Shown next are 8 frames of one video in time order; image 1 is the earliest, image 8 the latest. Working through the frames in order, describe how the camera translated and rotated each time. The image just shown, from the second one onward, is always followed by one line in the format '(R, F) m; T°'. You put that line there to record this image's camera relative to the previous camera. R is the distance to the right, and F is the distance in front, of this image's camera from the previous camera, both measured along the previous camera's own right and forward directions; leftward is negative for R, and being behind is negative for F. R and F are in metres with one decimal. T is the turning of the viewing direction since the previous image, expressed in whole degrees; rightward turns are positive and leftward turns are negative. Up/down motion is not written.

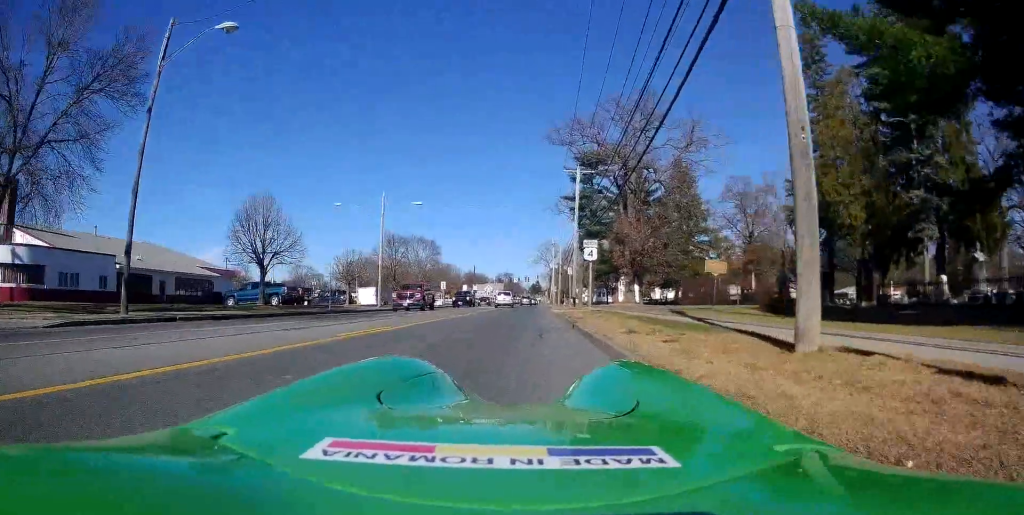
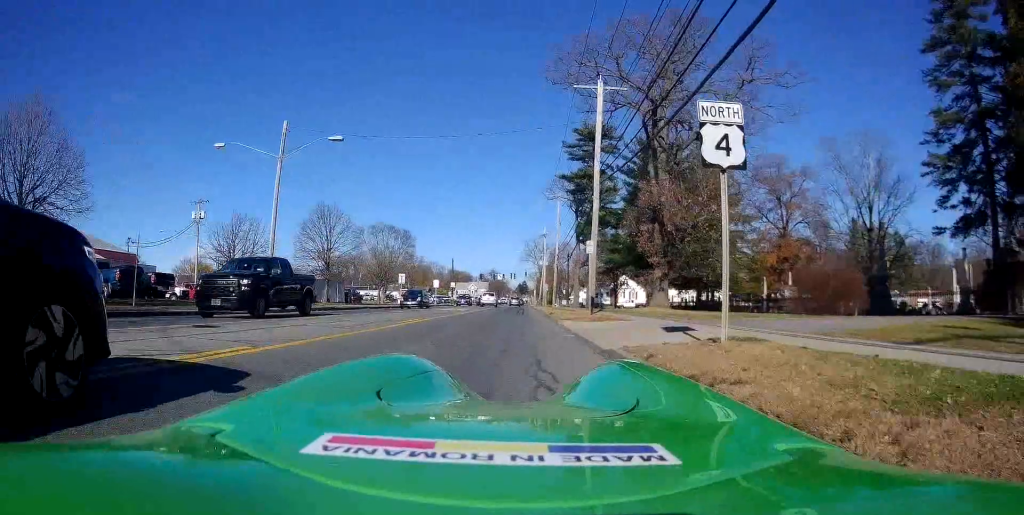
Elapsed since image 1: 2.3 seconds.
(+0.7, +18.1) m; +3°
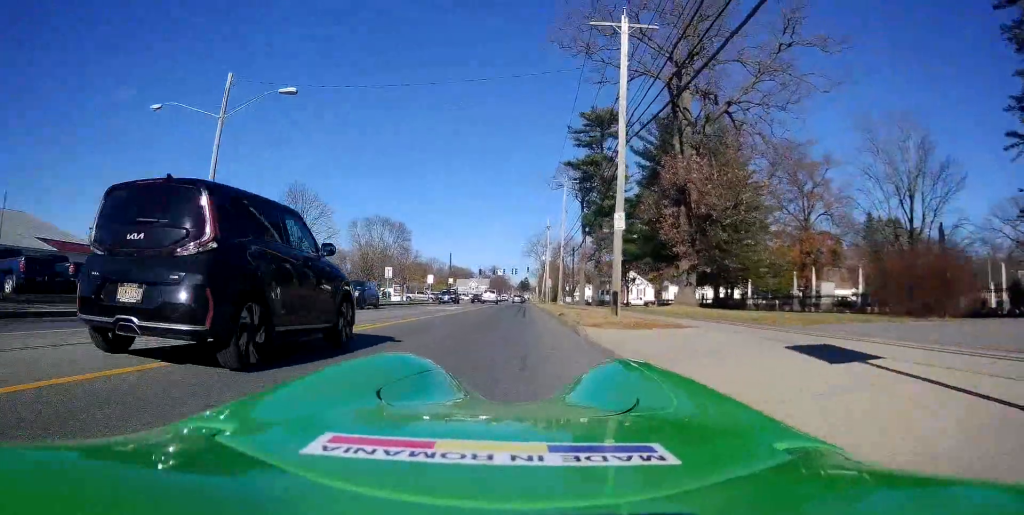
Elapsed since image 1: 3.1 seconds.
(-0.3, +6.2) m; -2°
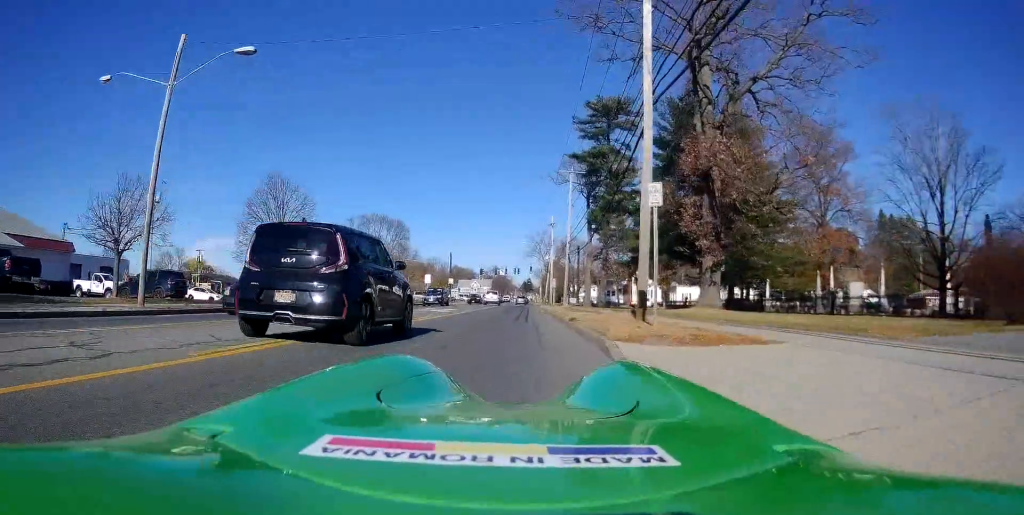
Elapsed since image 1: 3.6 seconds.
(-0.1, +4.0) m; -1°
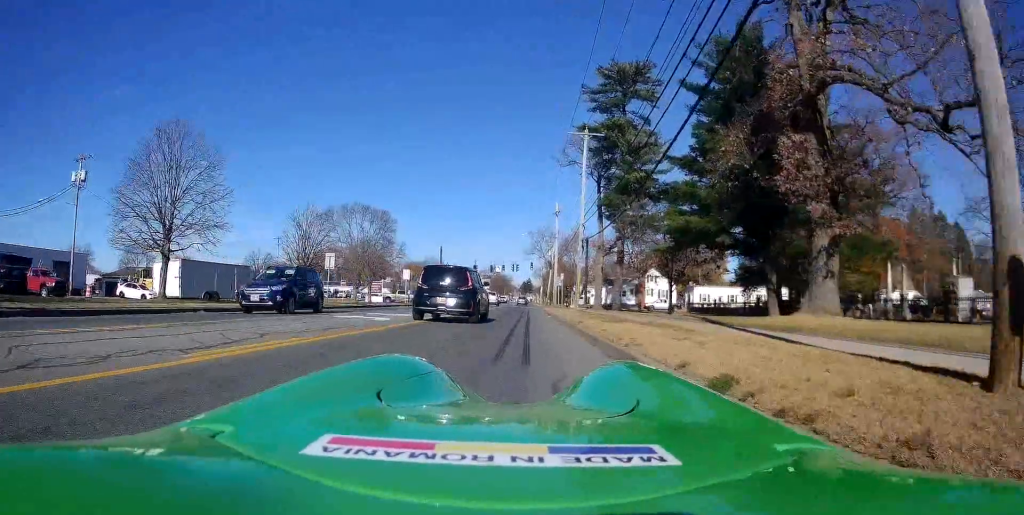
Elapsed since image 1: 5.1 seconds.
(0.0, +12.3) m; -2°
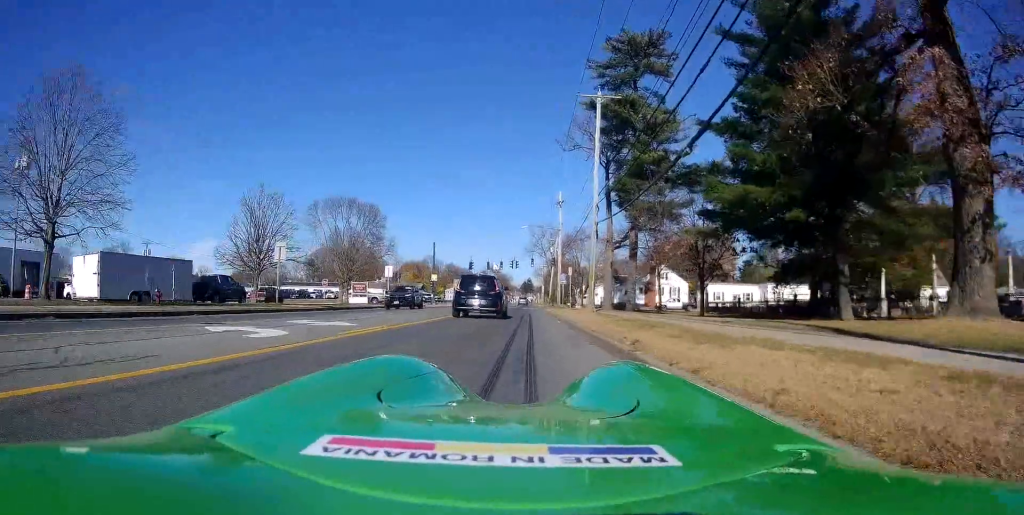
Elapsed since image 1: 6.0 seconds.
(-0.2, +7.4) m; -1°
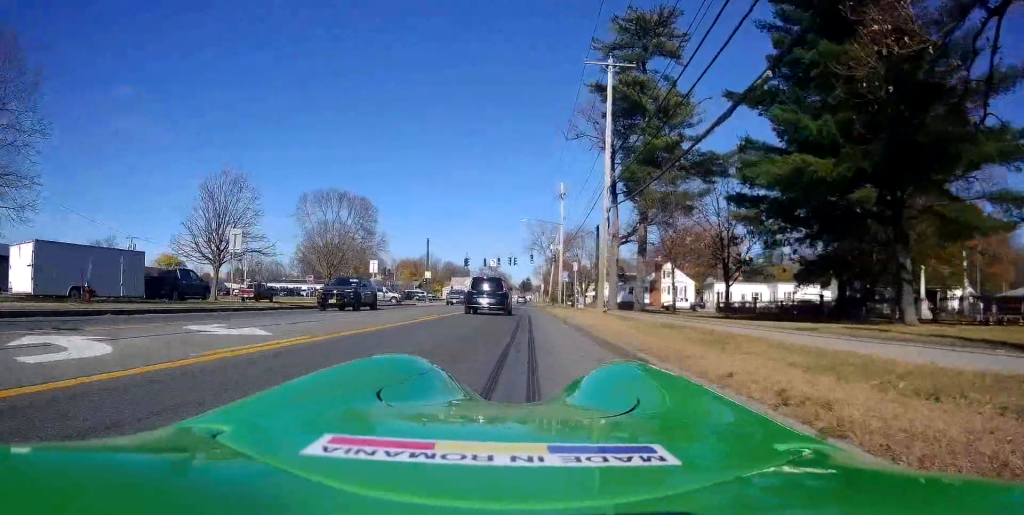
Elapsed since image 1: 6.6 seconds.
(0.0, +4.7) m; +1°
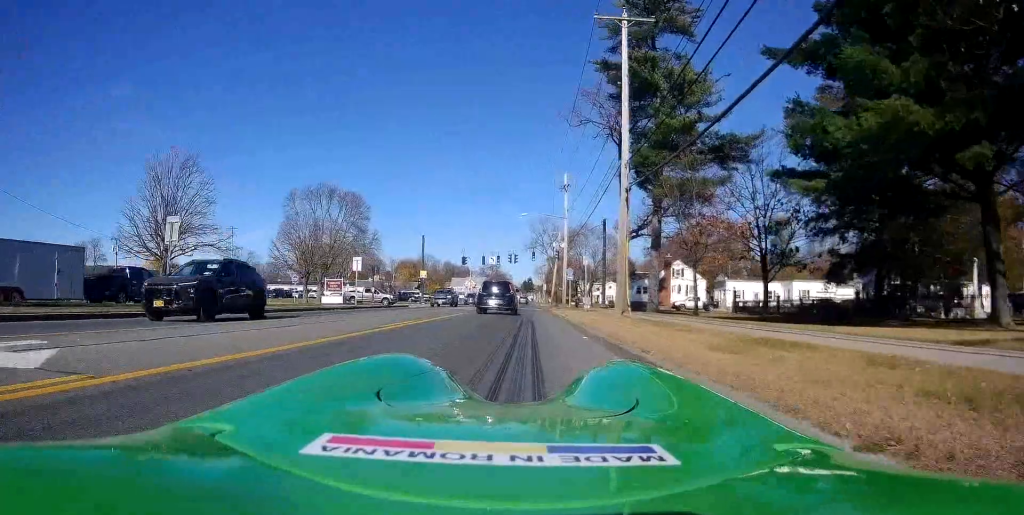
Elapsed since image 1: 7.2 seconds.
(+0.1, +4.7) m; +2°
